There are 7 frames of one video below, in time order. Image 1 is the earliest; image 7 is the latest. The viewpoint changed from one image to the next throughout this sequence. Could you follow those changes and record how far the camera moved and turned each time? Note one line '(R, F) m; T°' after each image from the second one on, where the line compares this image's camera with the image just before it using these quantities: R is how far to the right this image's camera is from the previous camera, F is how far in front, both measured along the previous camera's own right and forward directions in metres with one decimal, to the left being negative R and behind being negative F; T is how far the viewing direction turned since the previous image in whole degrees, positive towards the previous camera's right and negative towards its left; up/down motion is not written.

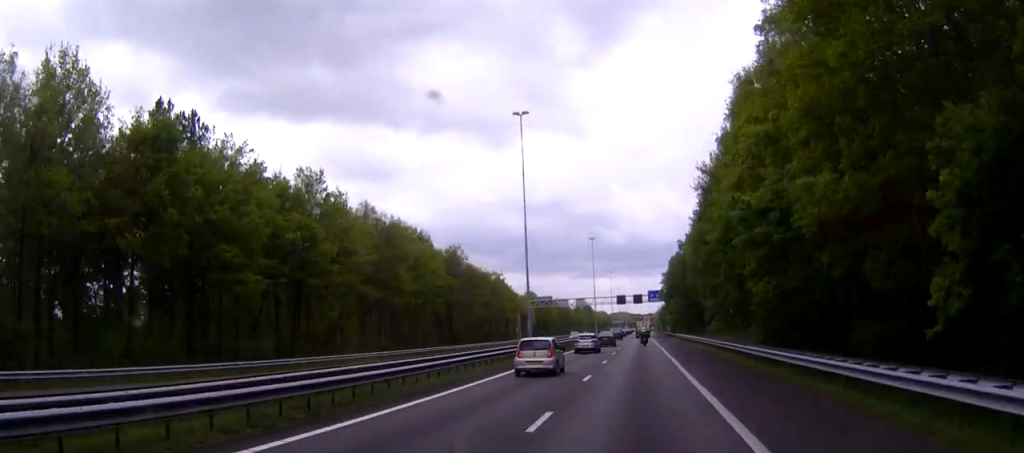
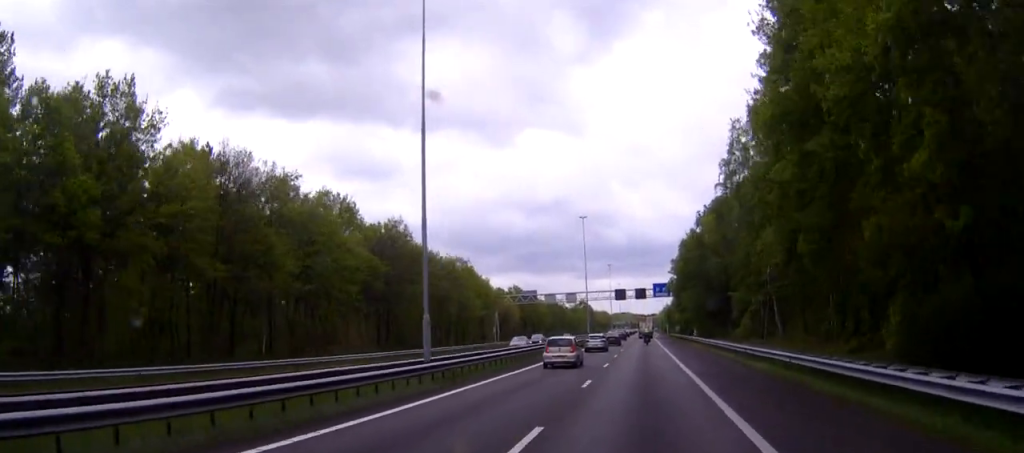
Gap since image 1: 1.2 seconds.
(-0.1, +27.2) m; 0°
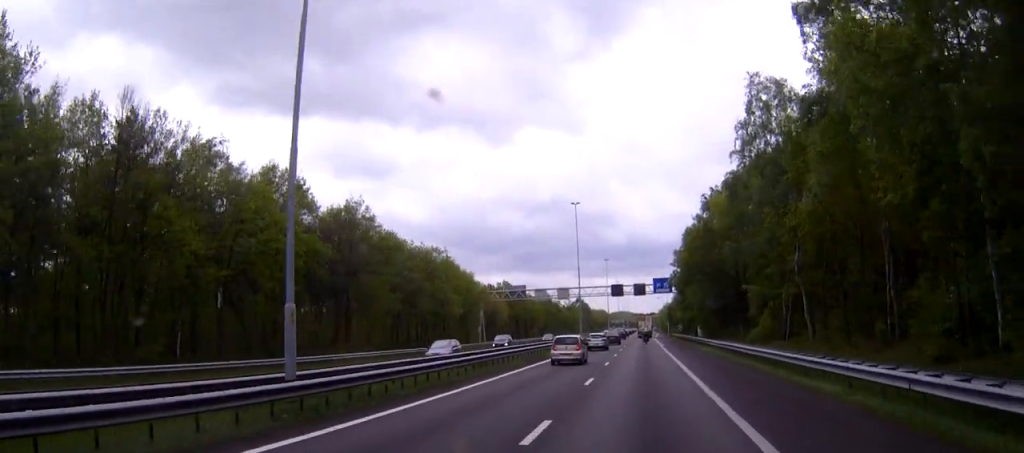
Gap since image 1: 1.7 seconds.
(0.0, +11.3) m; 0°
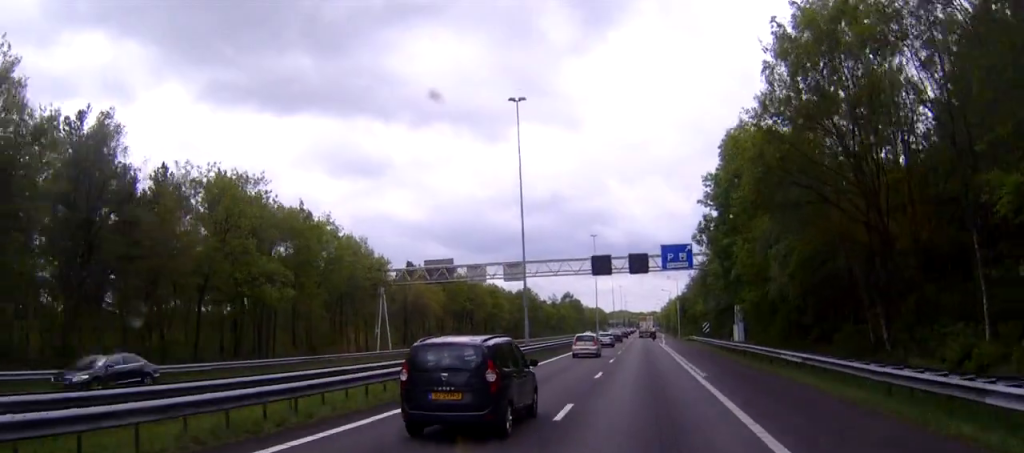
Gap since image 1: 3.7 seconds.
(+0.3, +45.7) m; +1°
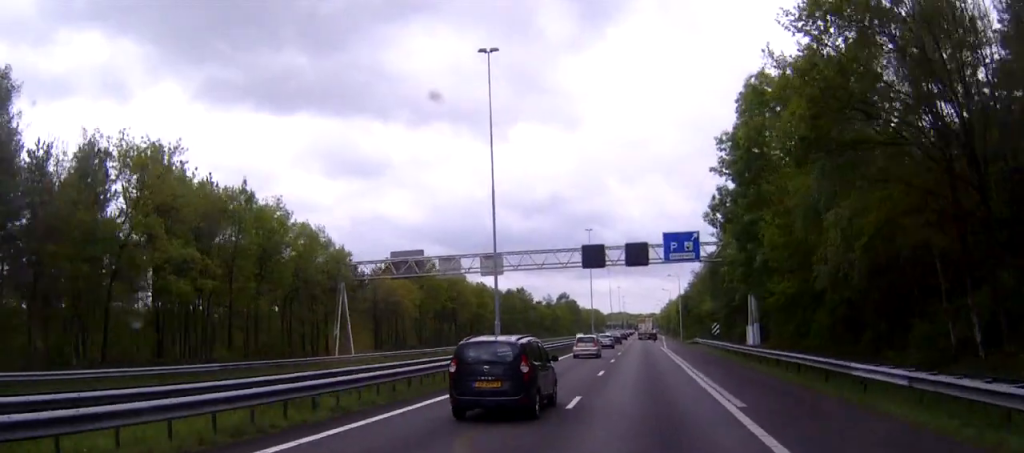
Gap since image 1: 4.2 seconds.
(0.0, +9.8) m; 0°
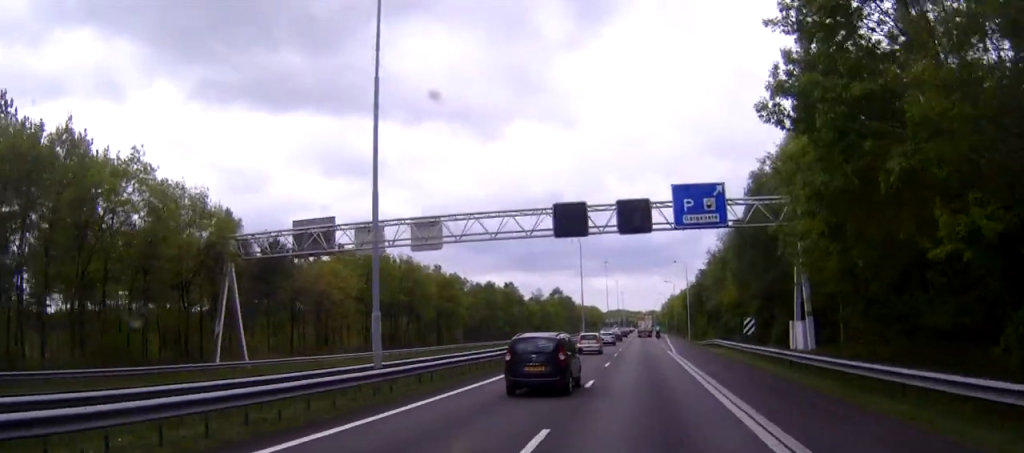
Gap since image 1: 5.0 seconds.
(0.0, +19.0) m; 0°
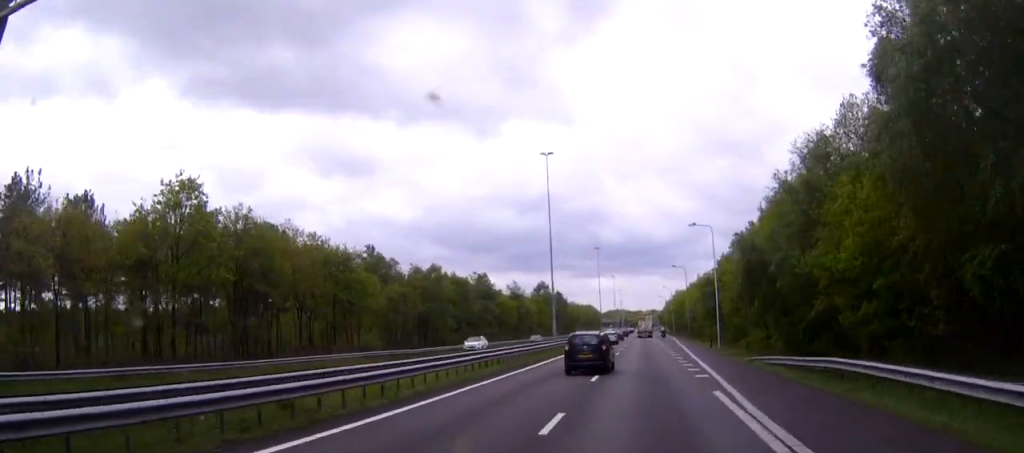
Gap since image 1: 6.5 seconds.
(+0.1, +34.3) m; 0°
